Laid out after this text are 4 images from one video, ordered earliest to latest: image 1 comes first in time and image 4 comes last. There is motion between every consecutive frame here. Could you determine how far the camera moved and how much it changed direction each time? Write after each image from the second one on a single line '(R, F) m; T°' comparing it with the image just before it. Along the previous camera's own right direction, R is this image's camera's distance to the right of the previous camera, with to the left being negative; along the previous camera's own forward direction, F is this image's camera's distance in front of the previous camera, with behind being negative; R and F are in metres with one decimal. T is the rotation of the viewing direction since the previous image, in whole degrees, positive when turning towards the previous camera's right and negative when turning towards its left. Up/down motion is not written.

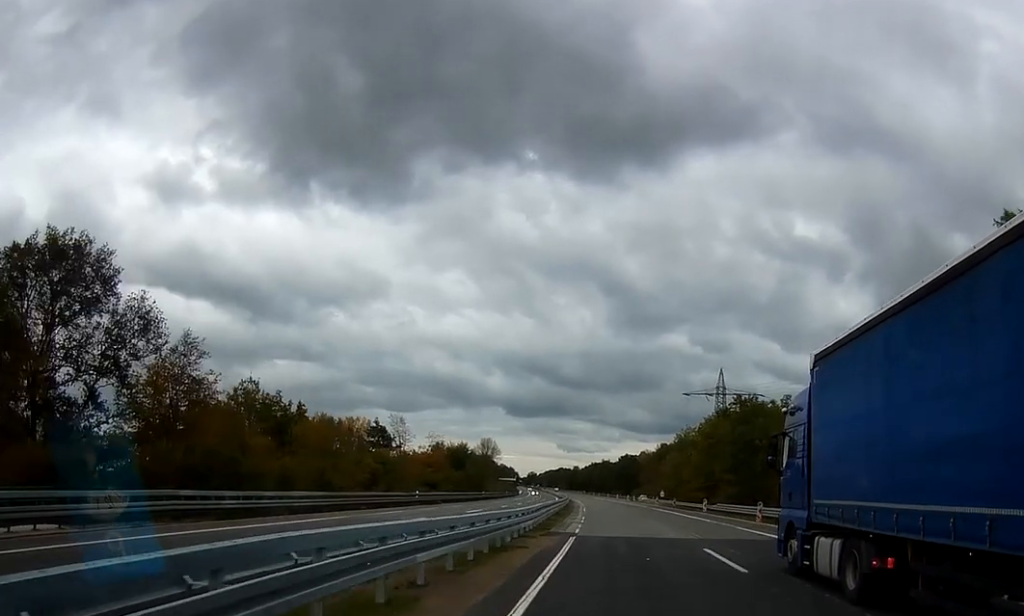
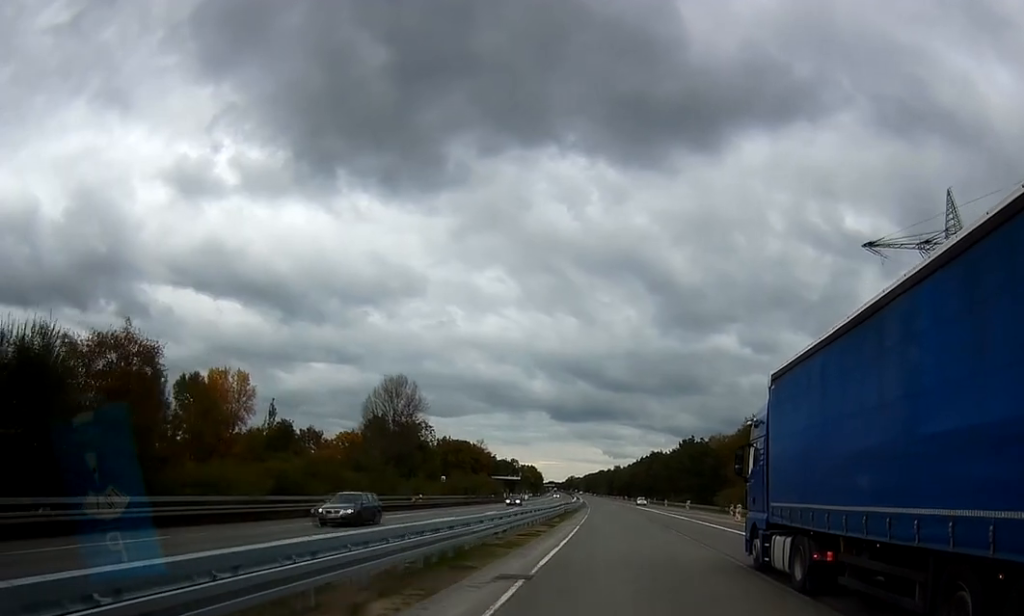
(-2.6, +101.1) m; -3°
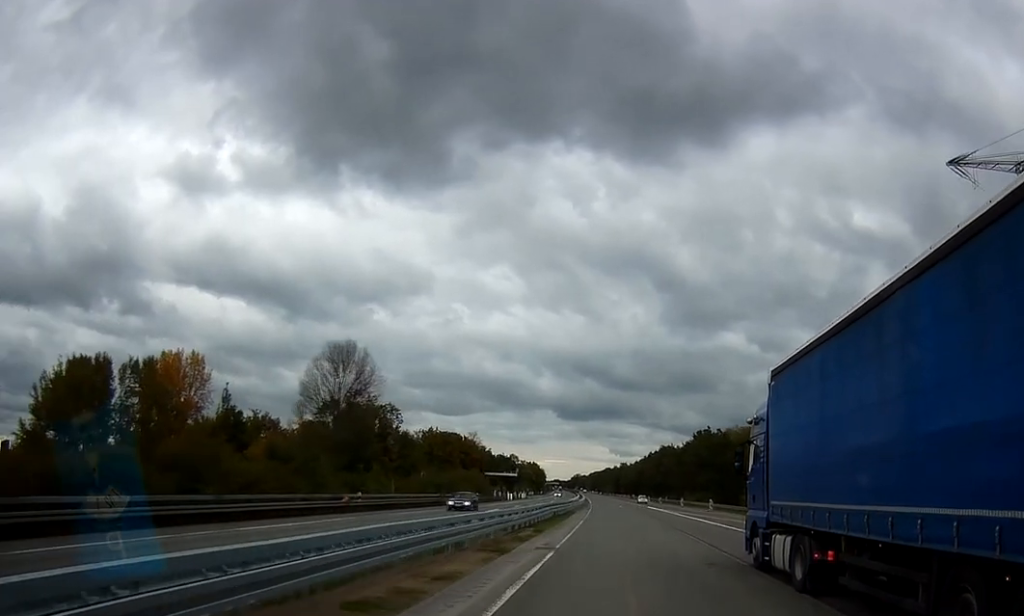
(0.0, +17.5) m; -1°
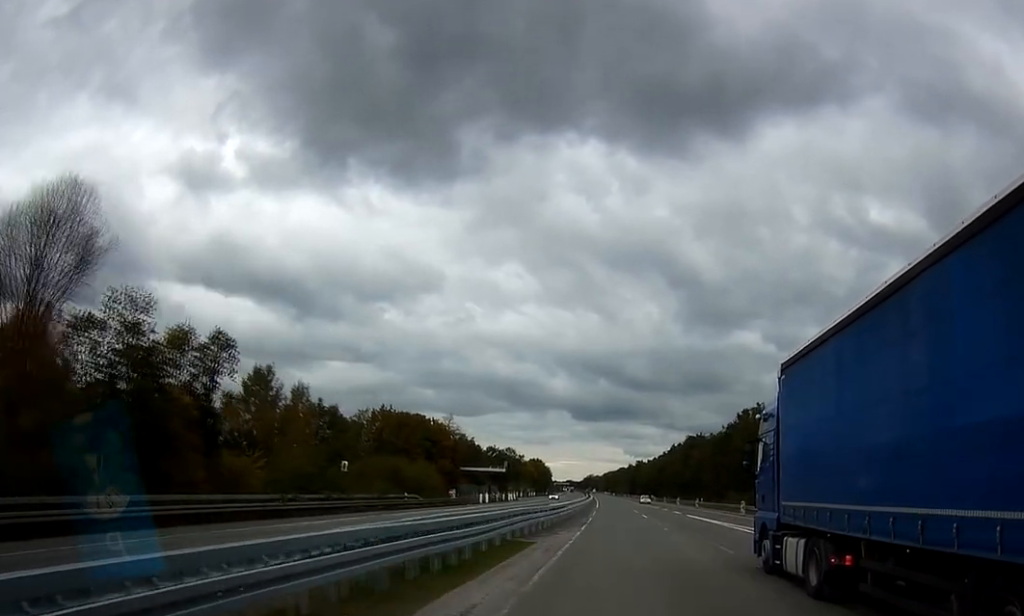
(-1.2, +39.0) m; -3°
